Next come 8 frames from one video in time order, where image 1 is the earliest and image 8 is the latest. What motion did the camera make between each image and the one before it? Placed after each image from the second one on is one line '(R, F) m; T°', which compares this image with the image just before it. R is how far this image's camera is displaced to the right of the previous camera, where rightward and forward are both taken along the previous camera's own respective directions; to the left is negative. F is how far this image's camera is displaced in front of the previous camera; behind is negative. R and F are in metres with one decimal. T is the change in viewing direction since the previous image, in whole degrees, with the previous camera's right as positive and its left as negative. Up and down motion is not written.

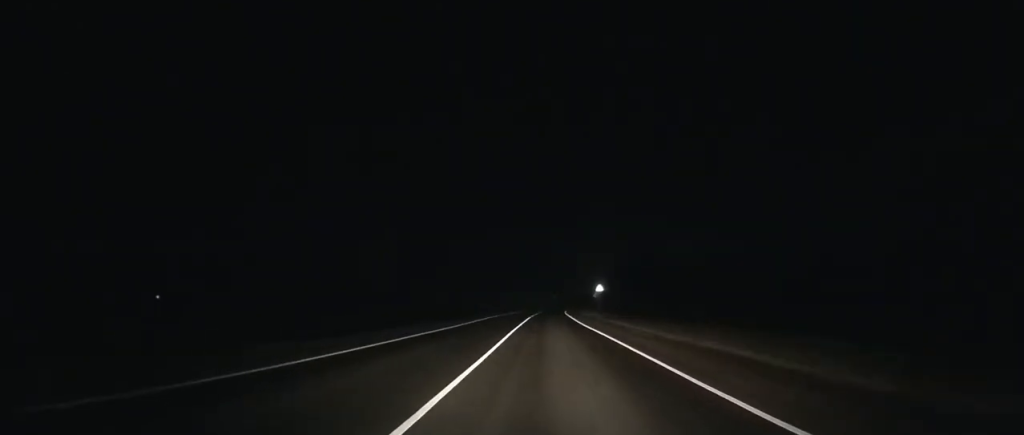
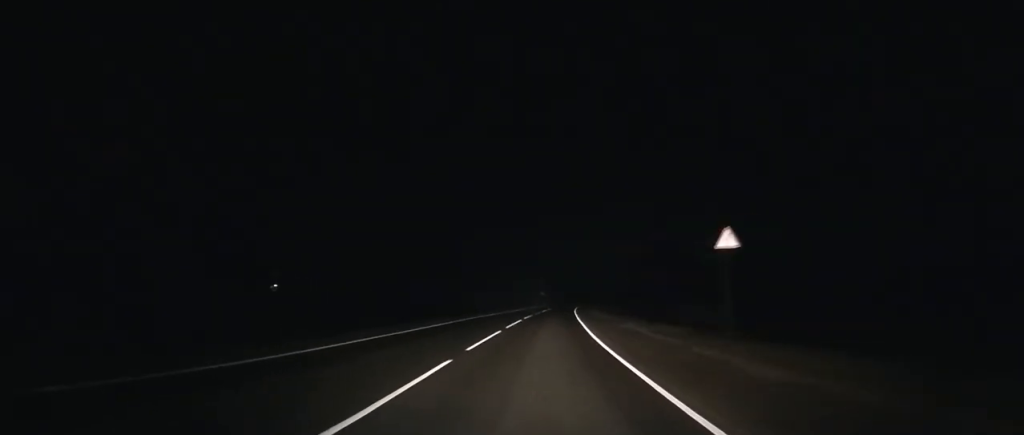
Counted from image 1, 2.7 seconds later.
(+0.6, +66.4) m; +2°
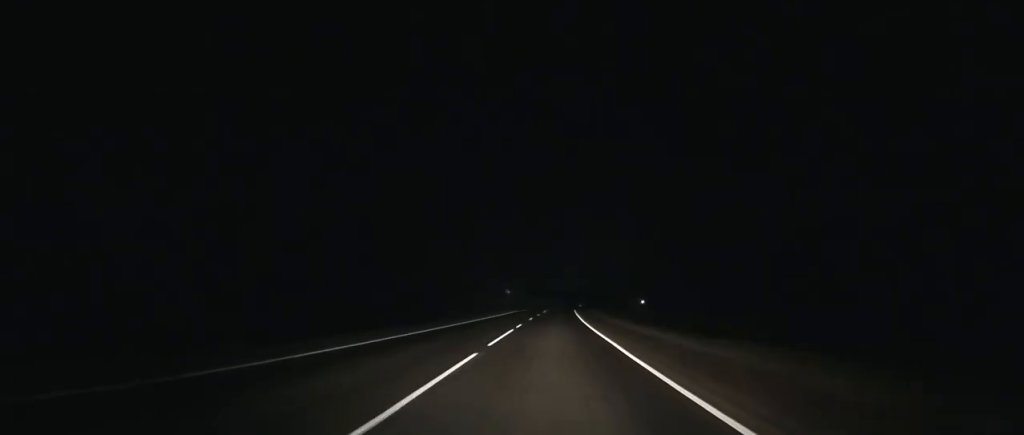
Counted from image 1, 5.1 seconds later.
(+1.0, +57.1) m; +2°
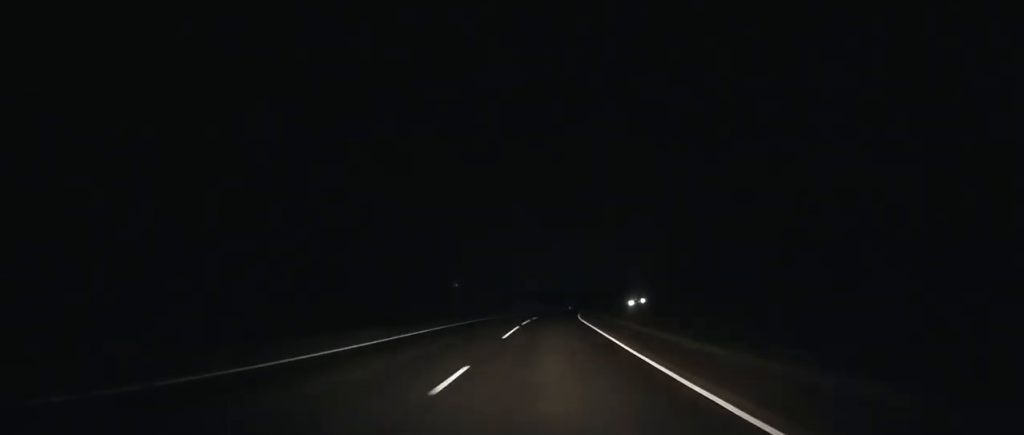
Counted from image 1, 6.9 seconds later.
(+0.5, +42.6) m; +2°
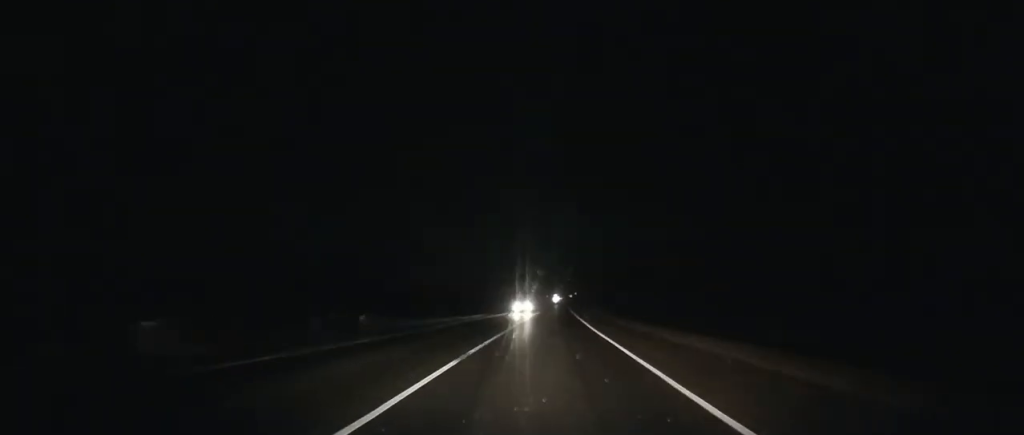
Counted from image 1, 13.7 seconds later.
(+13.1, +168.8) m; +10°
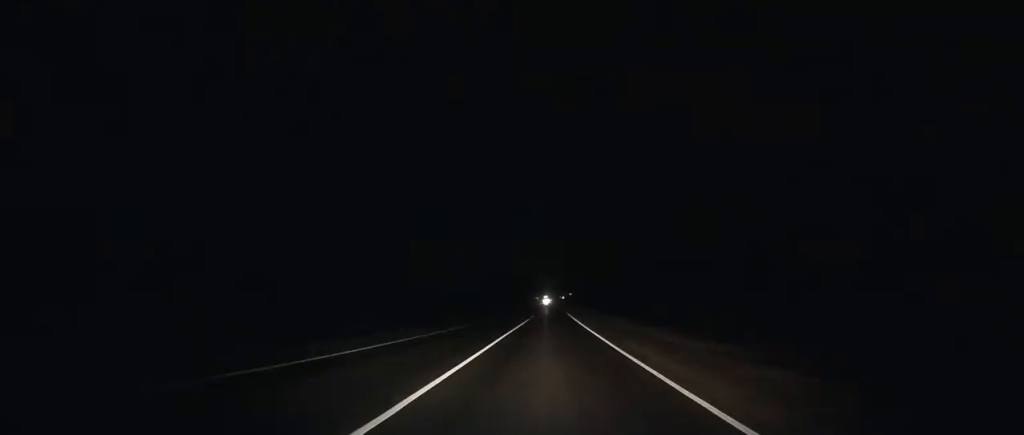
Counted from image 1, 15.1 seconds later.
(+1.4, +34.3) m; +1°
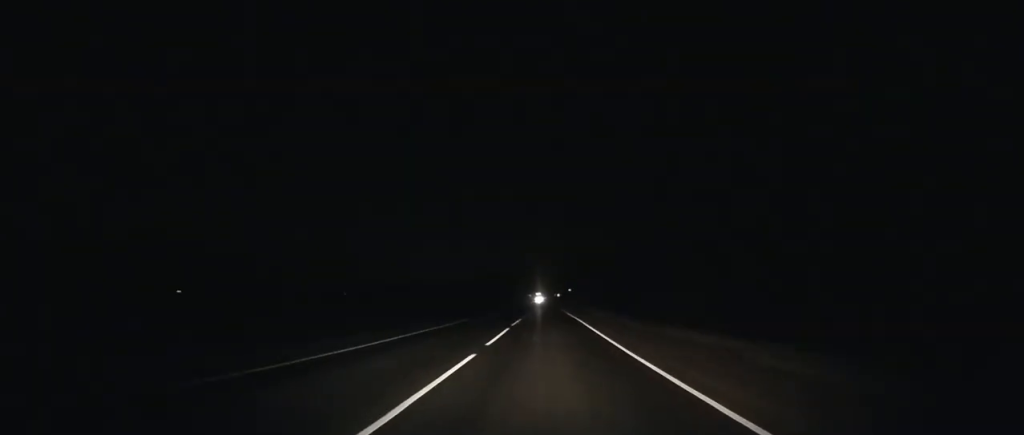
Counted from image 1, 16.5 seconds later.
(+0.5, +34.0) m; +1°
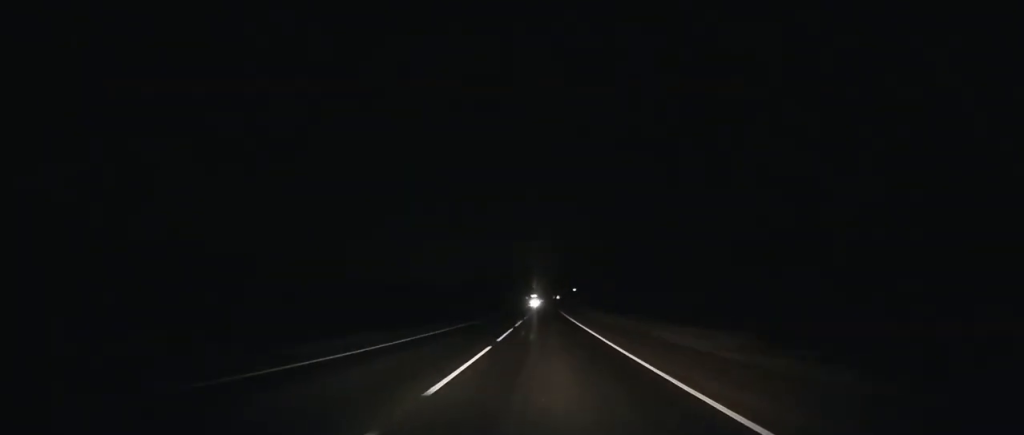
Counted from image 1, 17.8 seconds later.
(0.0, +31.2) m; 0°
